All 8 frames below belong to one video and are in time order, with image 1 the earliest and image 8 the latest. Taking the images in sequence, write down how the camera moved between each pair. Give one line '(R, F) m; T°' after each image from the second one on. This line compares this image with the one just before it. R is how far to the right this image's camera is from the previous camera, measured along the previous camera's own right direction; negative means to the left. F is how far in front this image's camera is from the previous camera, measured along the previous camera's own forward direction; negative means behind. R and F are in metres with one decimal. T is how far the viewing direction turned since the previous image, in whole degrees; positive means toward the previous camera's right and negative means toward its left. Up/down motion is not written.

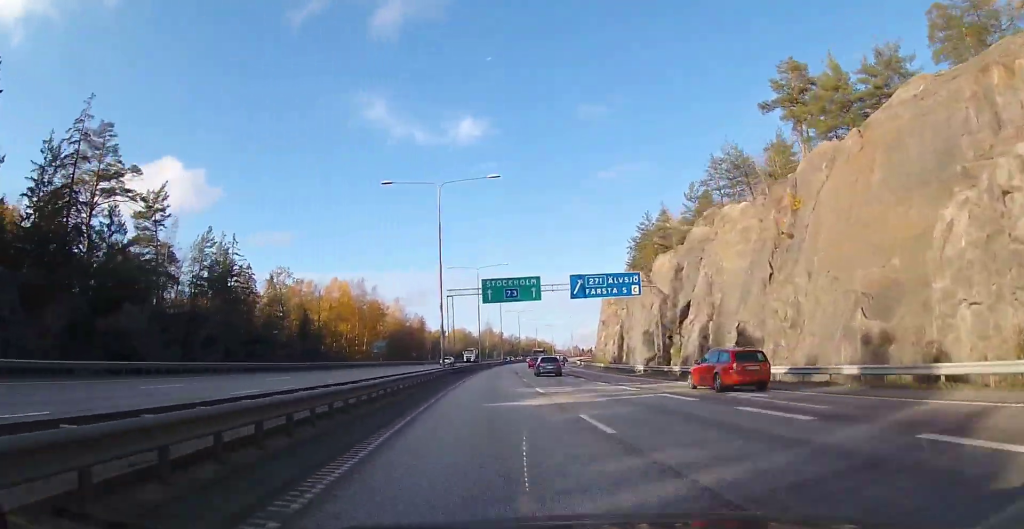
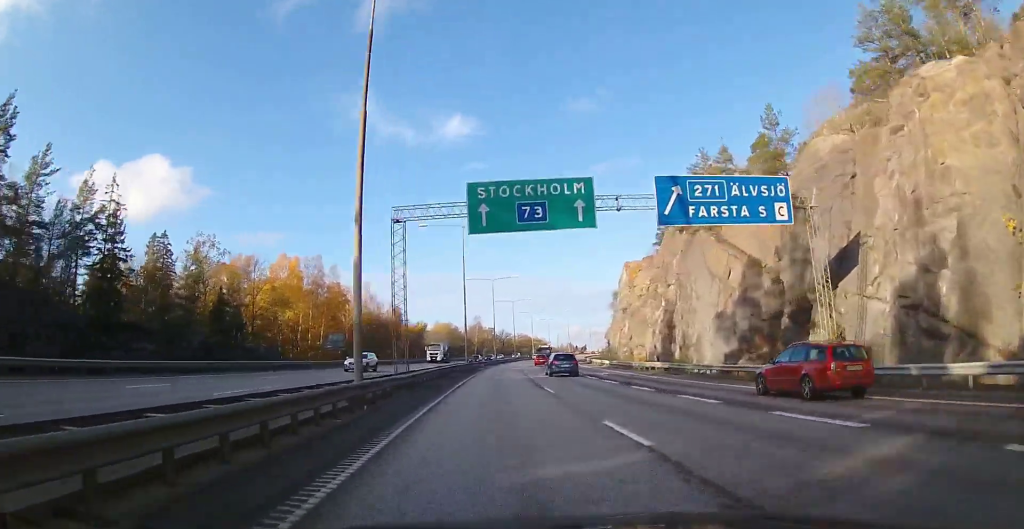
(+0.2, +25.2) m; +1°
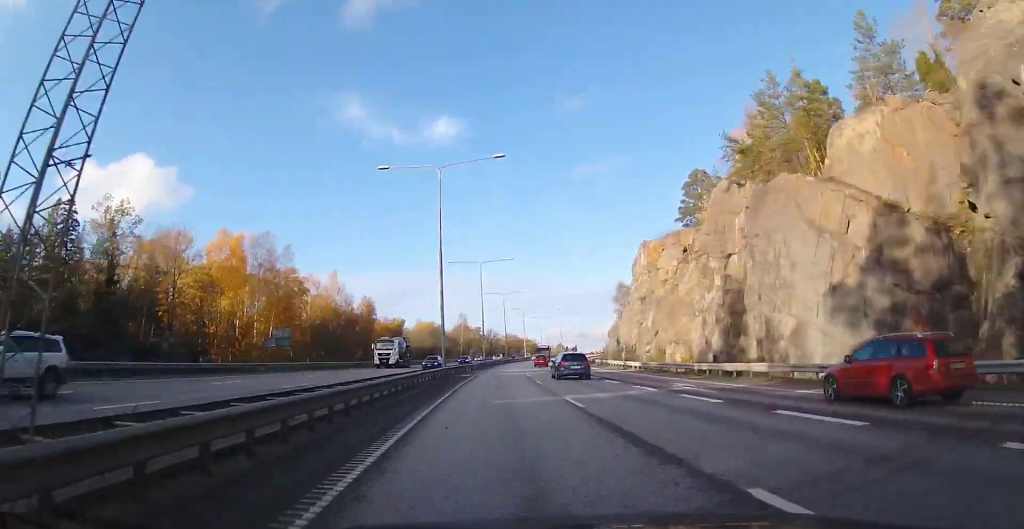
(+0.3, +17.8) m; +1°
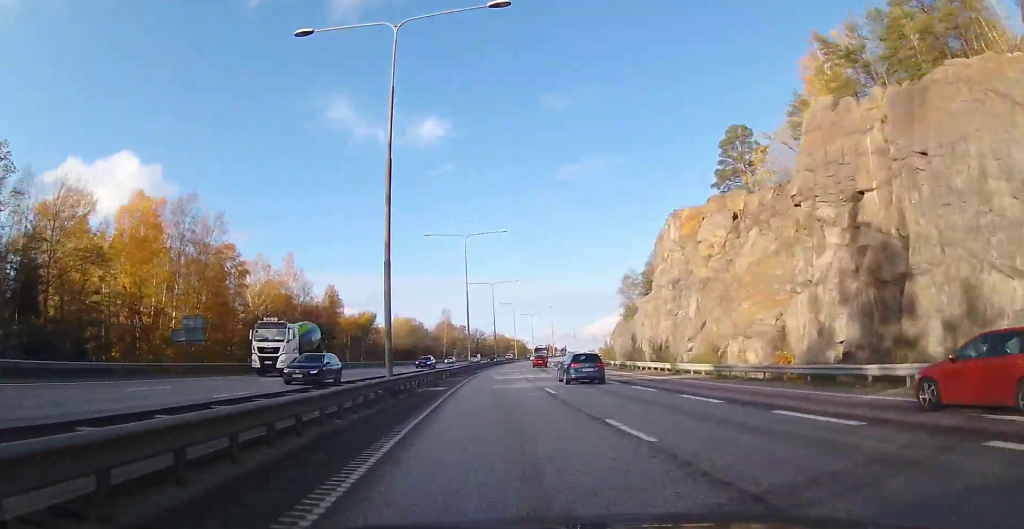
(+0.1, +17.8) m; +2°
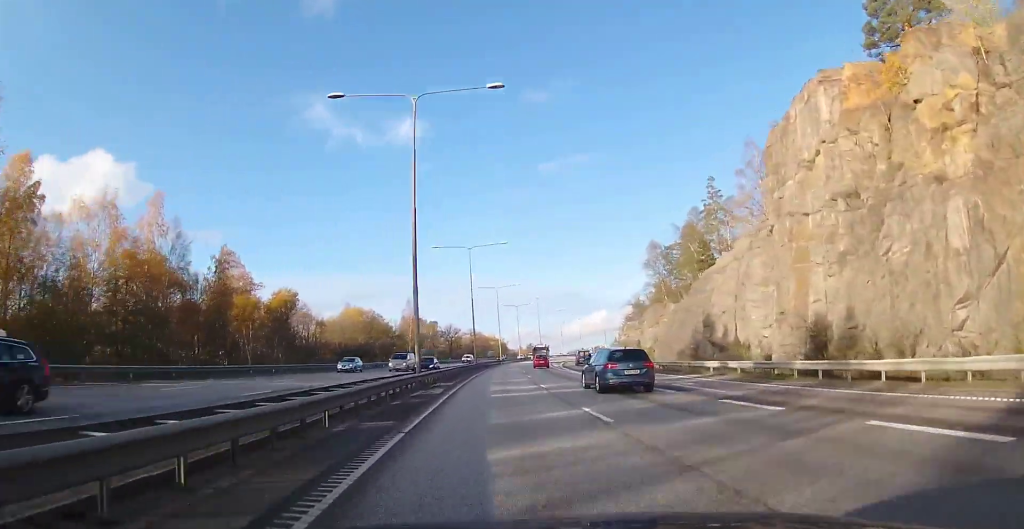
(+0.9, +33.3) m; +2°
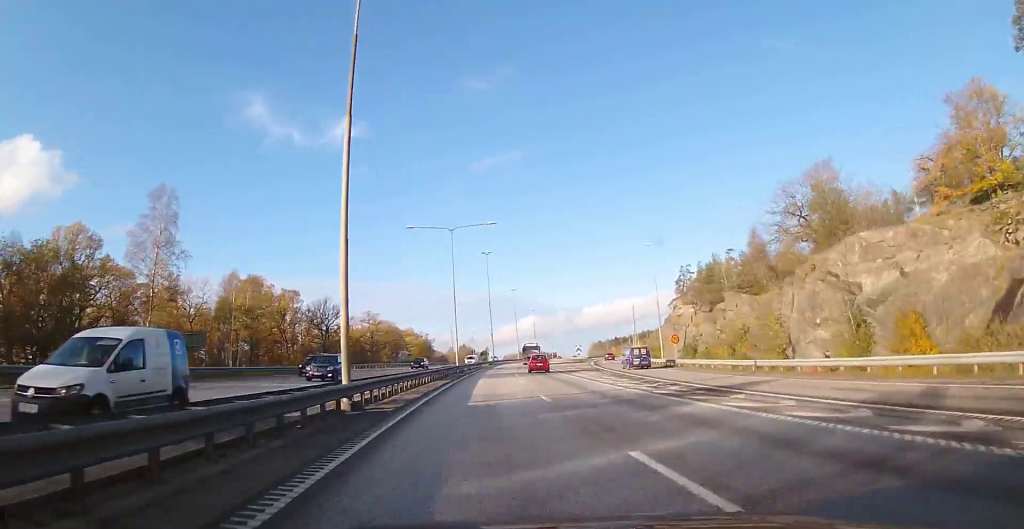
(+5.9, +89.1) m; +8°
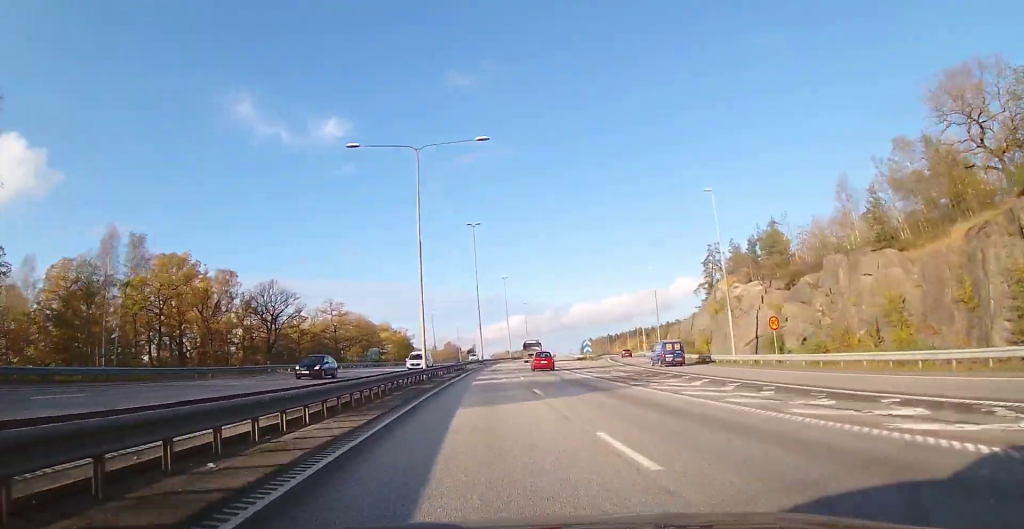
(+0.3, +21.7) m; +1°
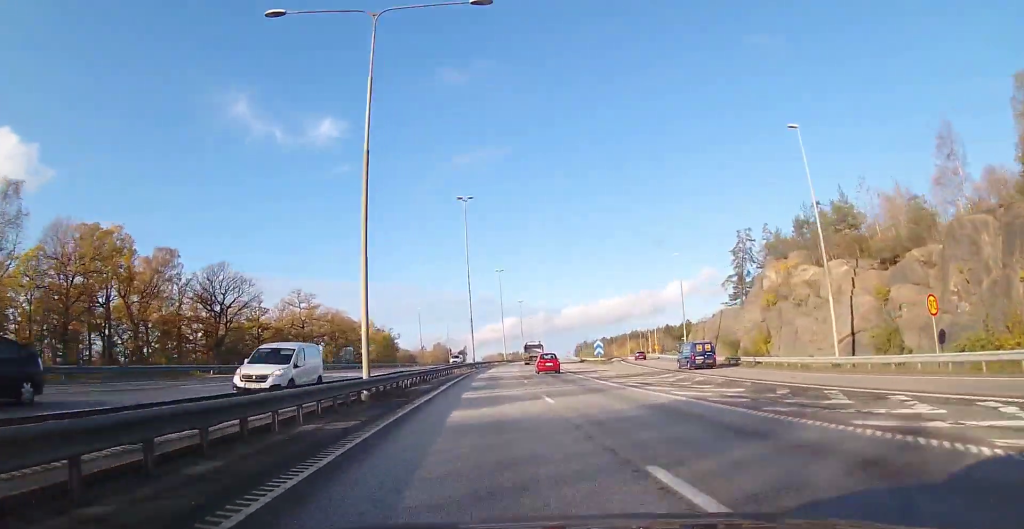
(+0.1, +15.8) m; +1°
